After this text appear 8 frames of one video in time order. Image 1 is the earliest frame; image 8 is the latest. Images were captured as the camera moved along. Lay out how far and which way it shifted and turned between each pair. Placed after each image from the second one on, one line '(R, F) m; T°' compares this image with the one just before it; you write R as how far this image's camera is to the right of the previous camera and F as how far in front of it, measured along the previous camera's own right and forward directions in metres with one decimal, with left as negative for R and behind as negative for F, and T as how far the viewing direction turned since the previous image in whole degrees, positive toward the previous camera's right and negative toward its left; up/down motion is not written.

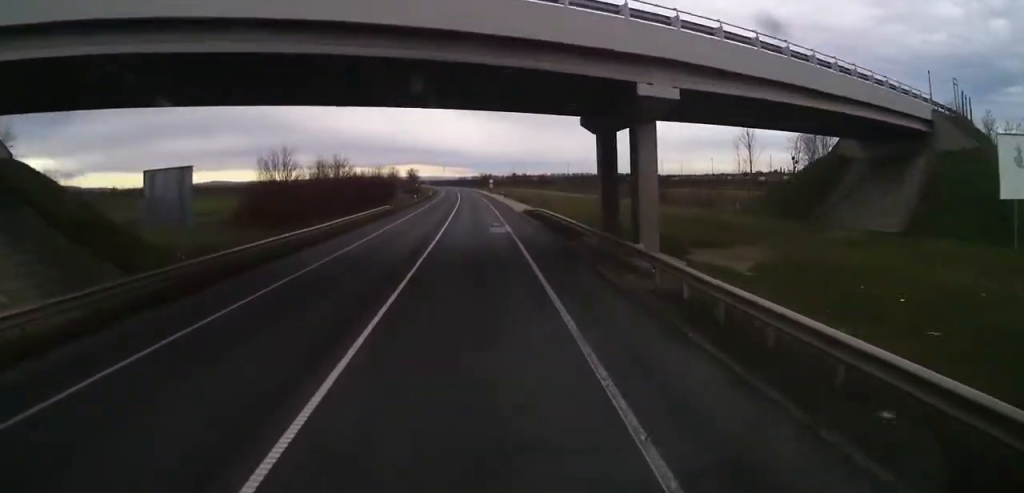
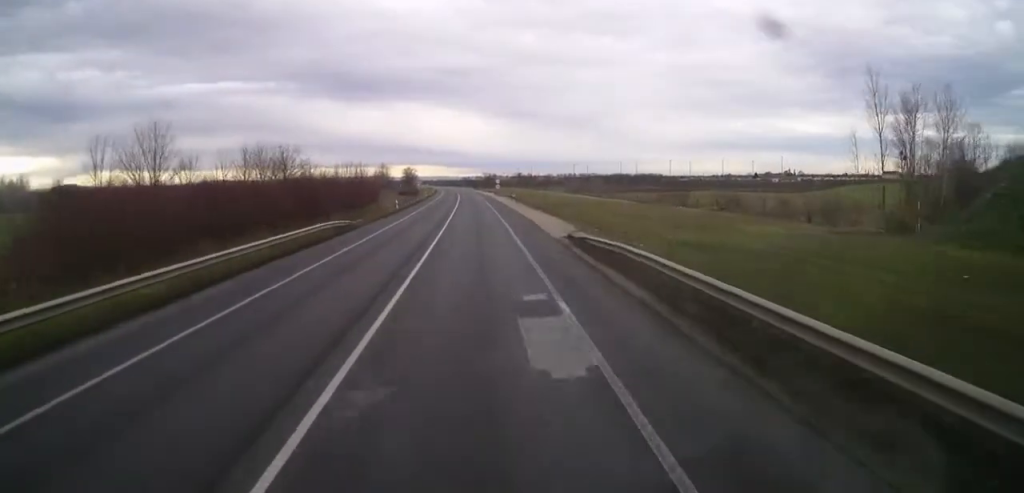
(0.0, +23.4) m; 0°
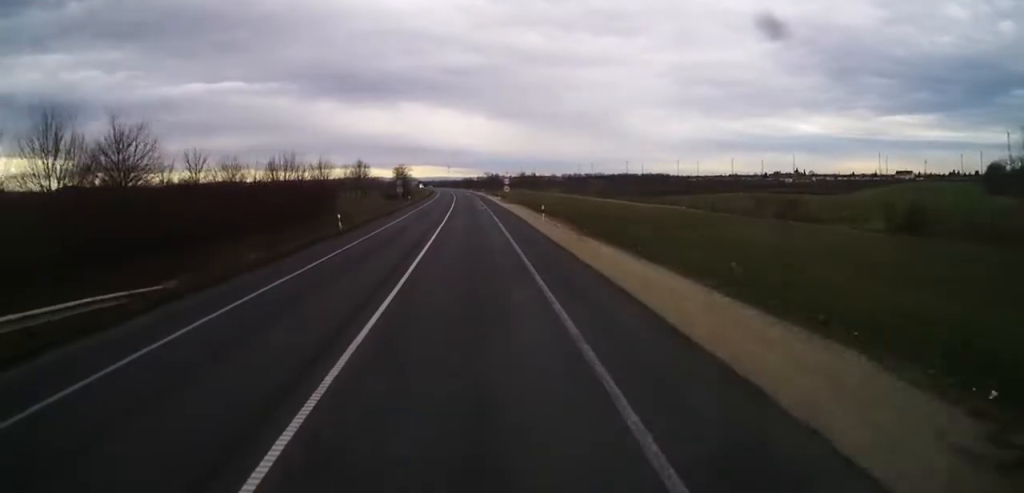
(0.0, +27.9) m; 0°
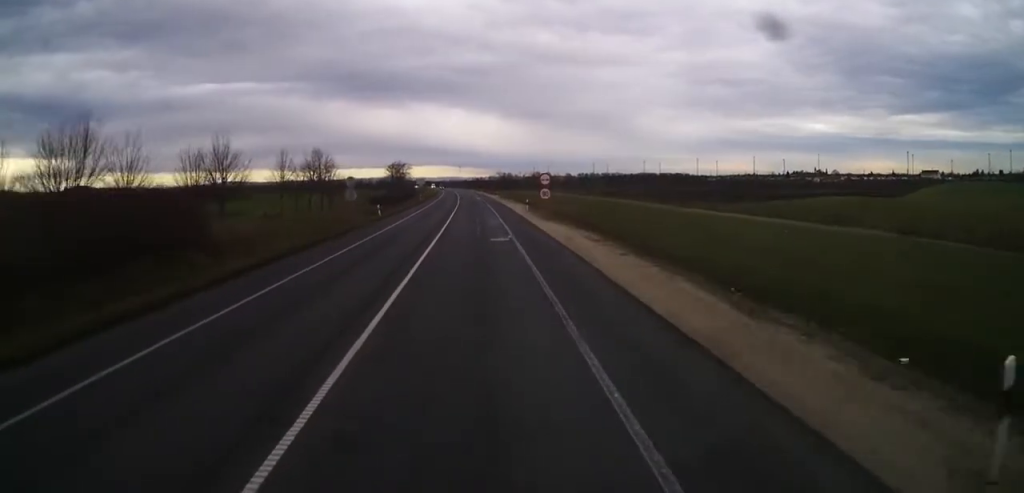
(0.0, +34.7) m; 0°
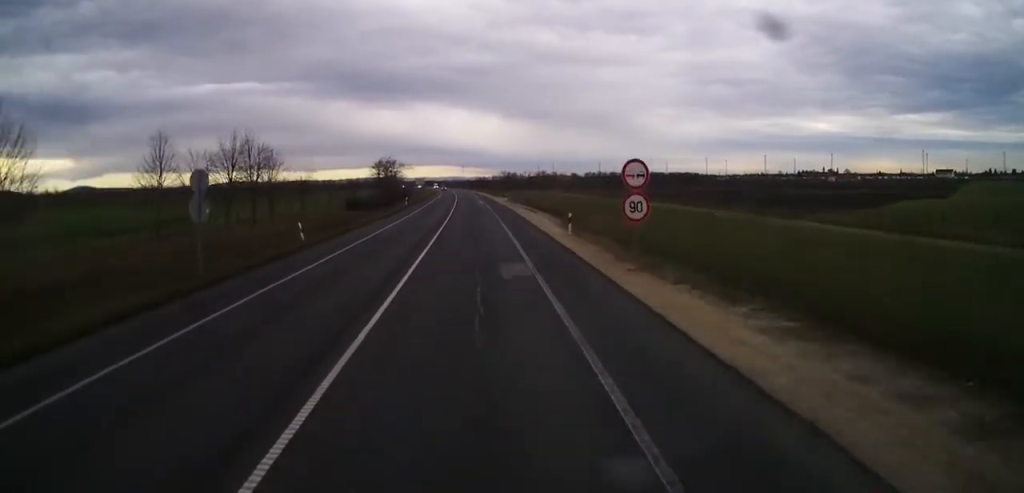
(0.0, +24.5) m; -1°
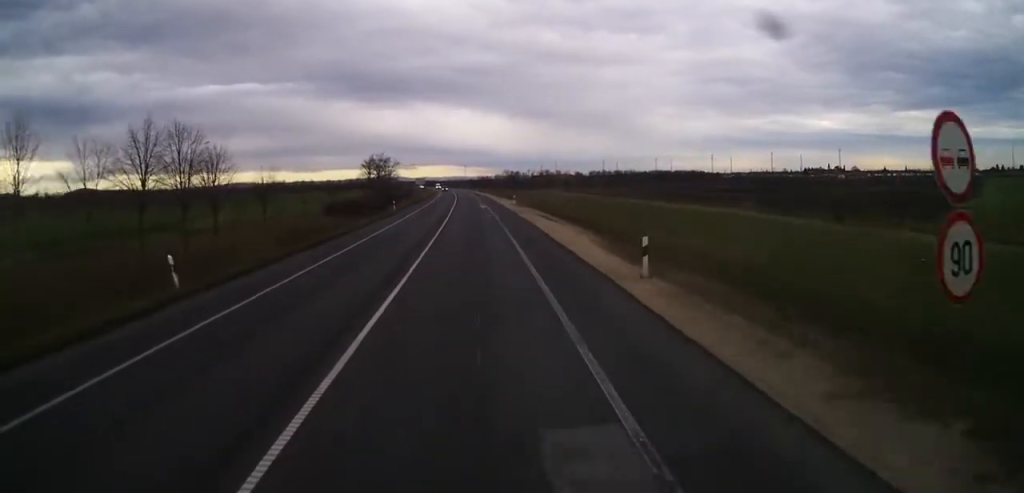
(-0.3, +13.4) m; 0°
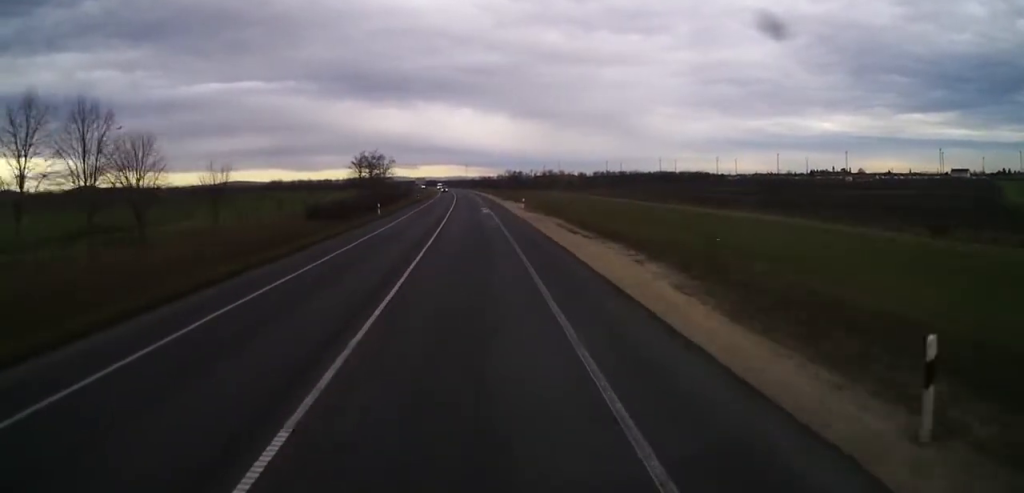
(-0.1, +11.2) m; 0°
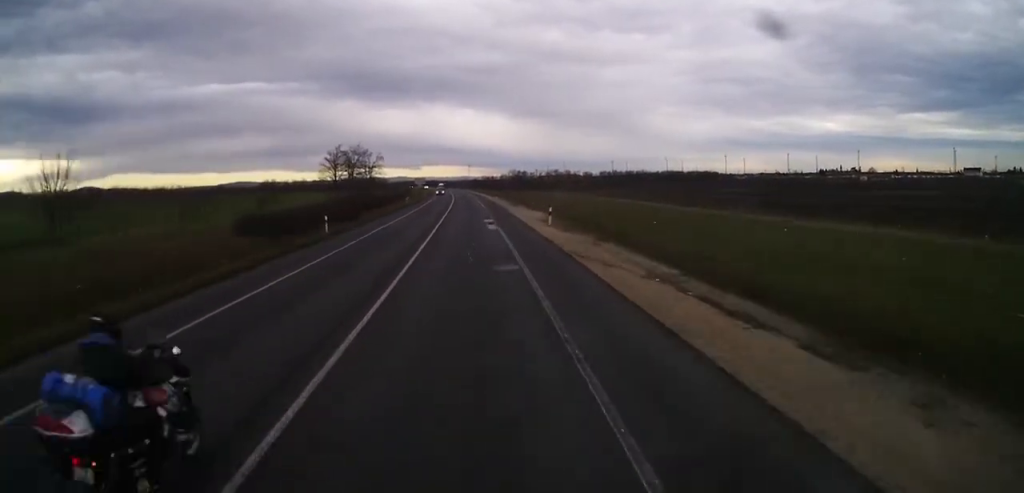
(+0.3, +20.1) m; 0°
